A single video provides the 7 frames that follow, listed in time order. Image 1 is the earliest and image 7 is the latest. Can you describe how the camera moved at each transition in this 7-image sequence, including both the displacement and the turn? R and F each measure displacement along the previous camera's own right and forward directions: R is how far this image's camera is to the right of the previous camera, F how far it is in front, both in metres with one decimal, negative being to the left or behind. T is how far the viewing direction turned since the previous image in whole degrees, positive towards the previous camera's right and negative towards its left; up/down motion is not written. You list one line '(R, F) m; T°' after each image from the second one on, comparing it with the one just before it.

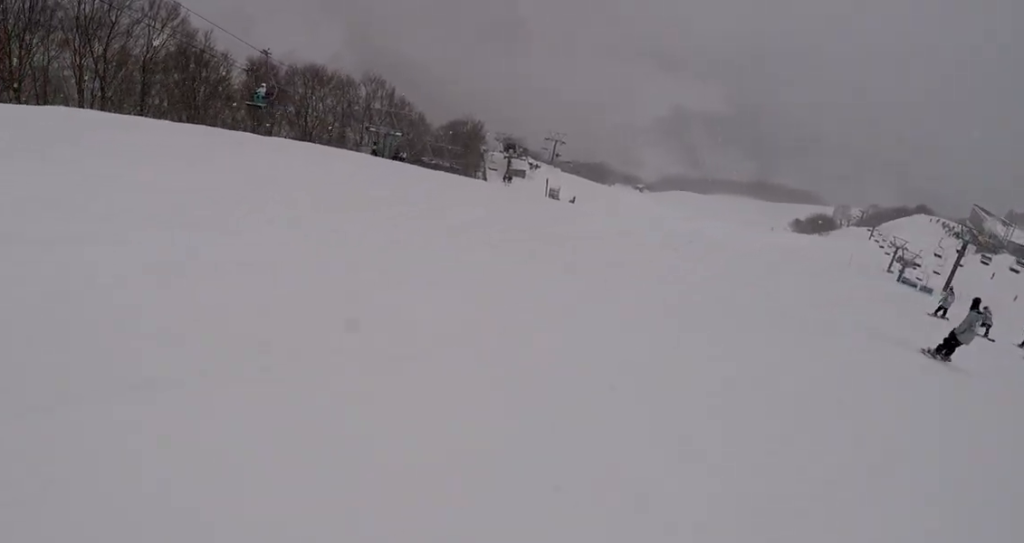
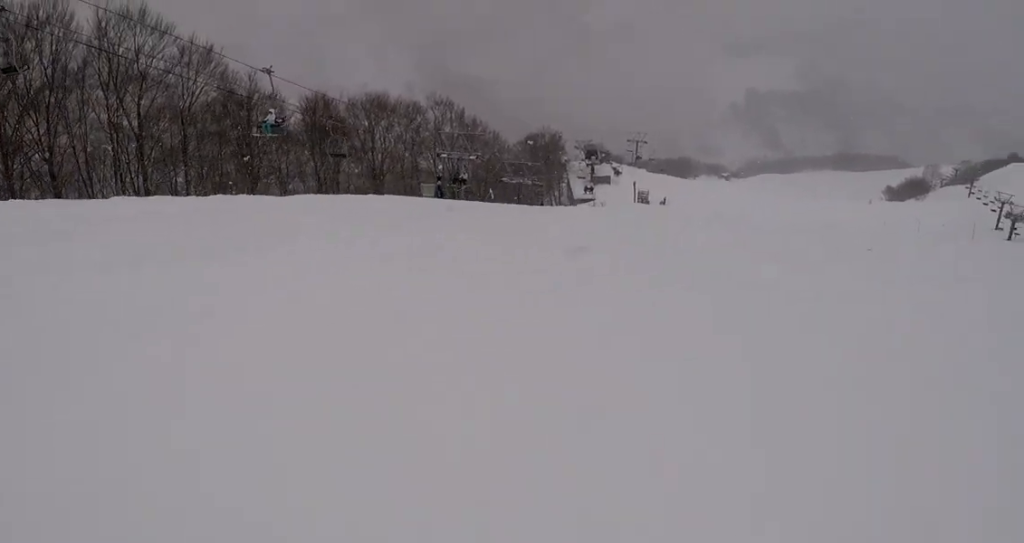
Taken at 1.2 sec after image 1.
(-0.3, +5.4) m; +16°
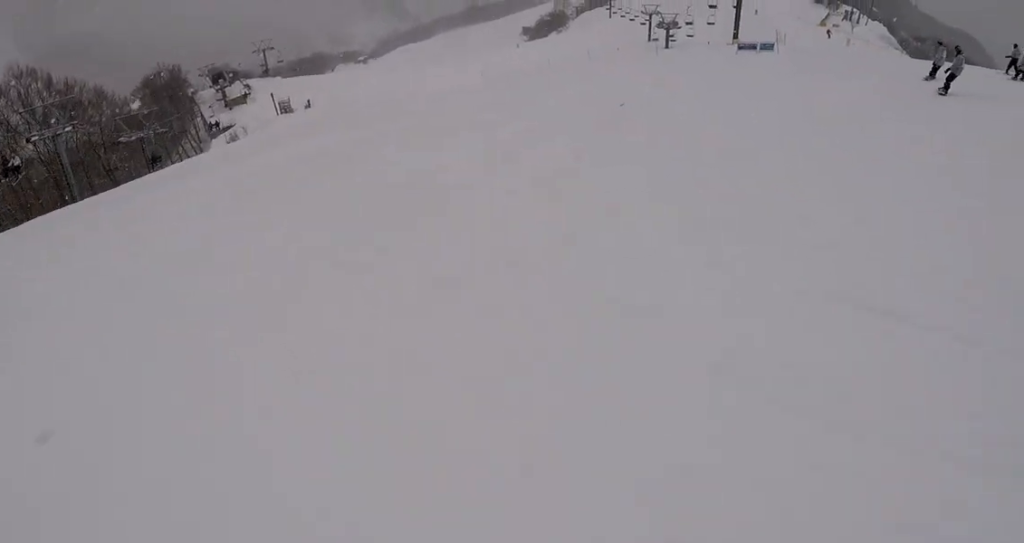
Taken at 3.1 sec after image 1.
(+3.9, +8.8) m; +8°
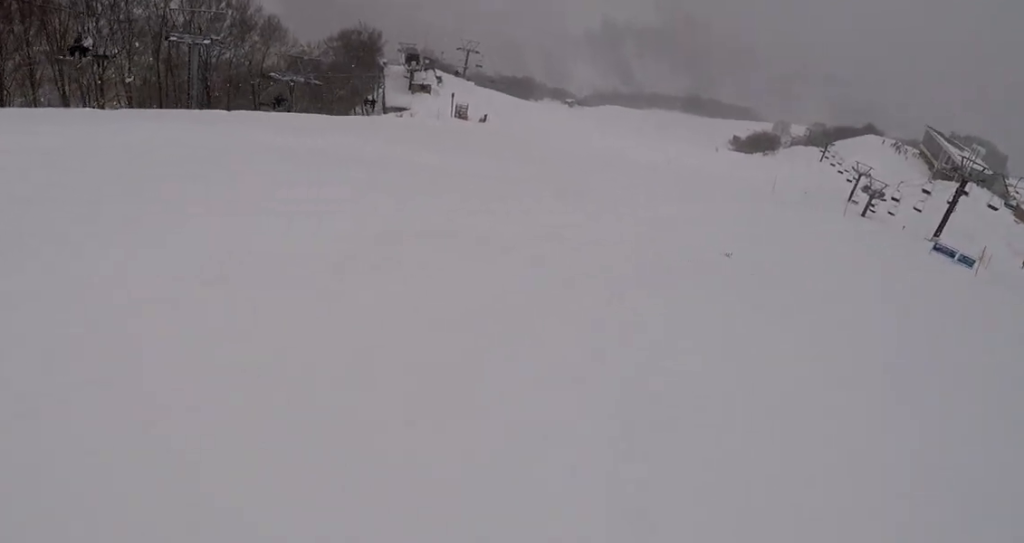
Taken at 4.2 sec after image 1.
(-2.0, +5.3) m; -23°
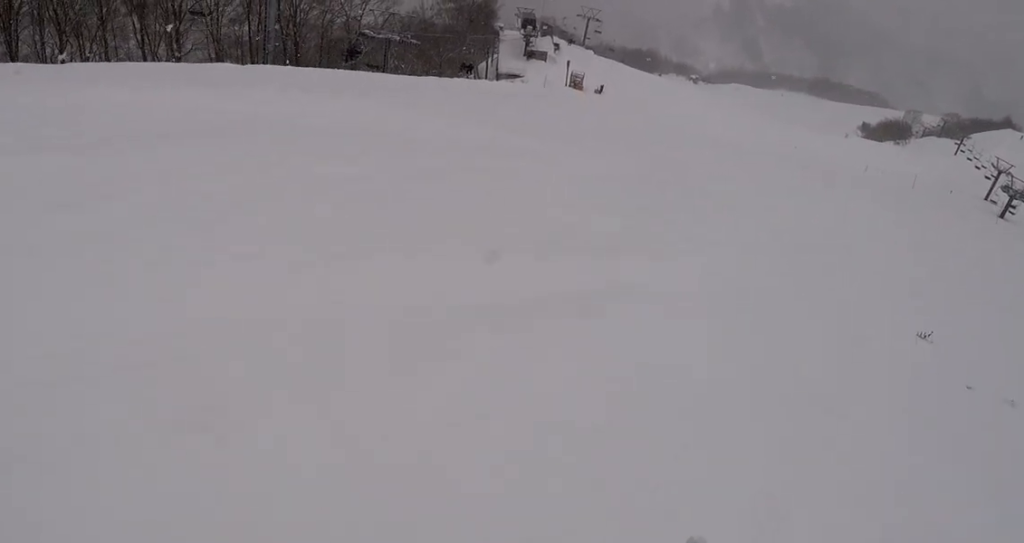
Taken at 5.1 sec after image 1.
(-0.4, +4.7) m; +9°
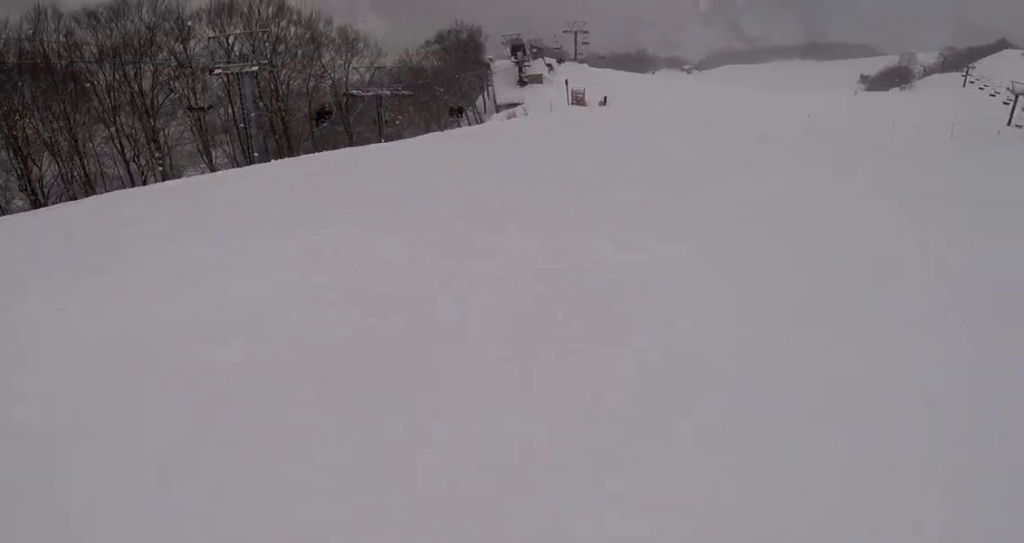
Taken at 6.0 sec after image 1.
(+1.3, +4.3) m; +2°
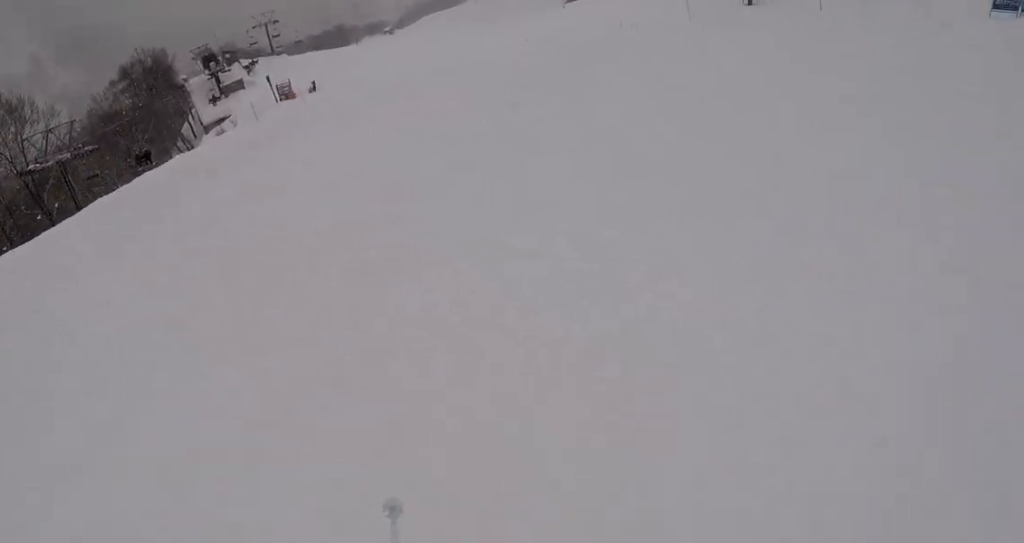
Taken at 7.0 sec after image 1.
(-1.3, +5.0) m; -11°
